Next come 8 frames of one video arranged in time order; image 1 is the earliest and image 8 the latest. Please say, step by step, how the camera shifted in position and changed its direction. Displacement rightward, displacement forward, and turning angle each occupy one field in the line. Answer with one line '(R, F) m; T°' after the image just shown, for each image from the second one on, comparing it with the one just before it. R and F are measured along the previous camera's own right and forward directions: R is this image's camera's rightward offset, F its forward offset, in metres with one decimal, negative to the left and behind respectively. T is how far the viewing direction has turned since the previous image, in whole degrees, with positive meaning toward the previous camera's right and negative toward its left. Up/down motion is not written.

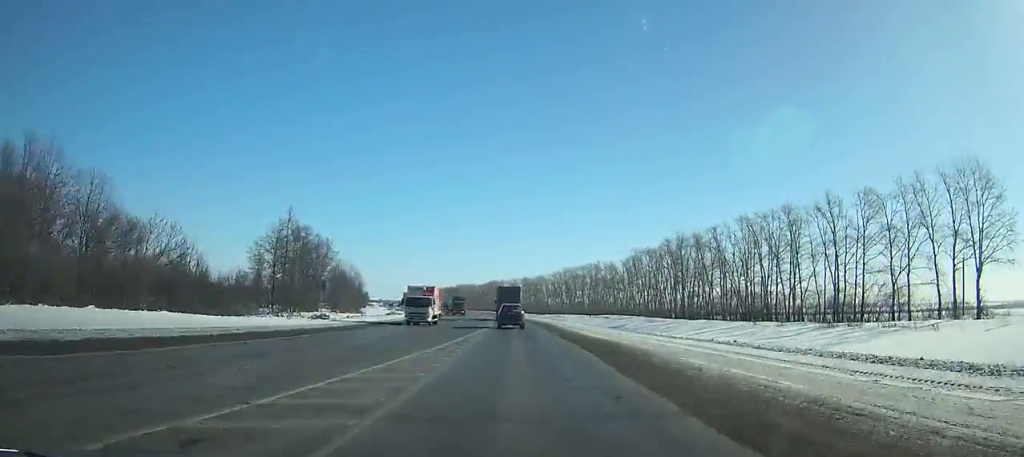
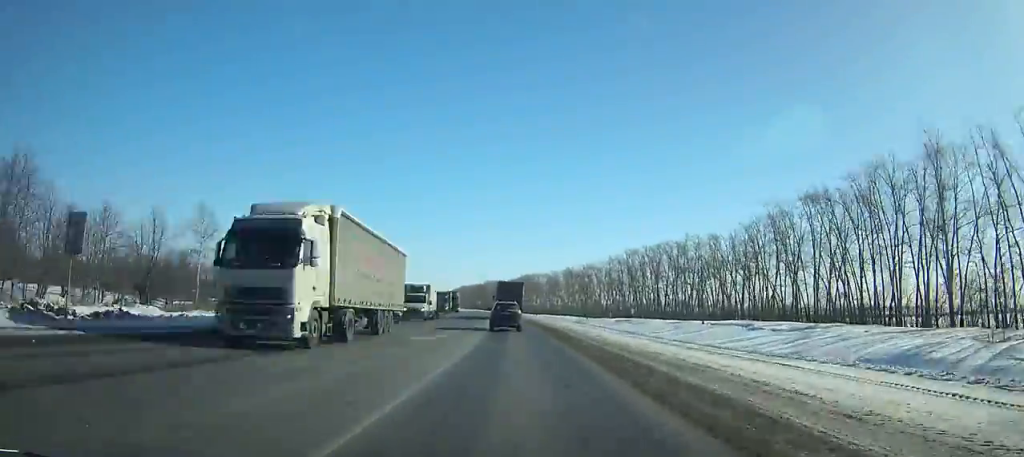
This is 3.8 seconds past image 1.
(-3.5, +78.4) m; -5°
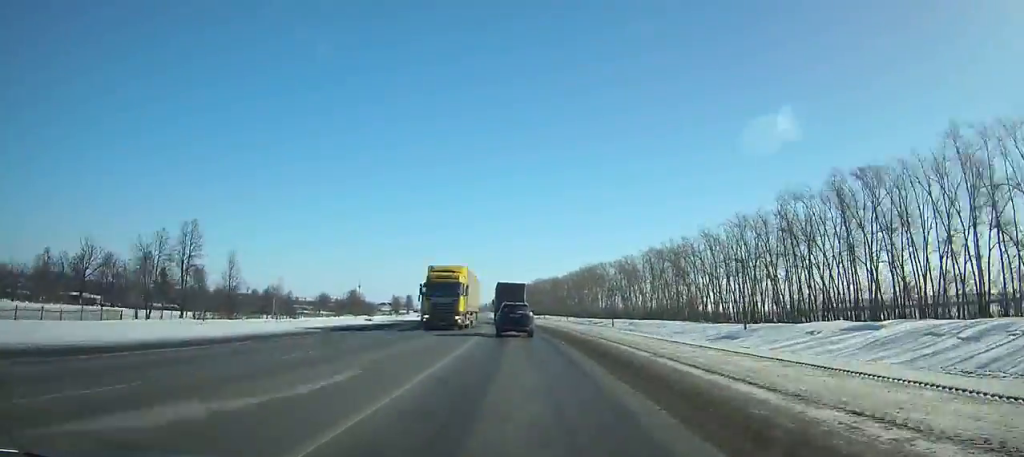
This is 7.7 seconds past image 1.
(-2.8, +79.7) m; -5°
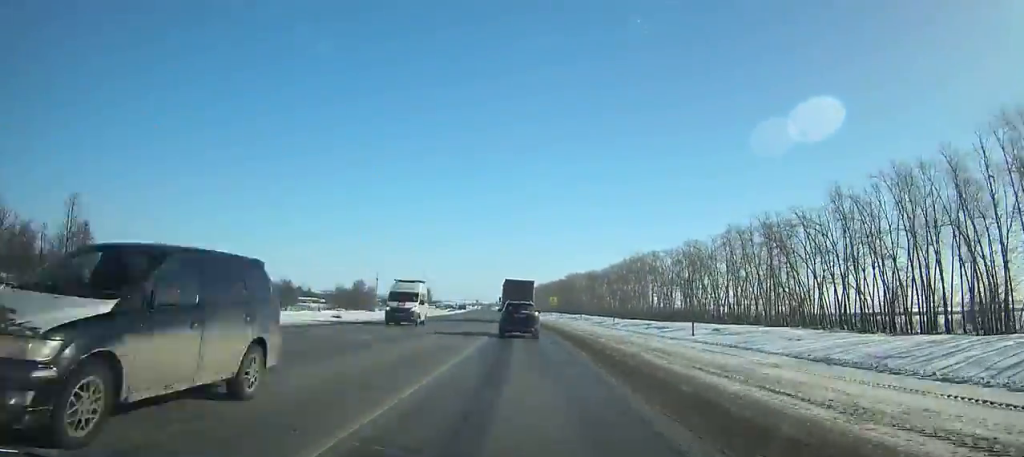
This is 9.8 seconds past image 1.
(-1.5, +42.2) m; -3°
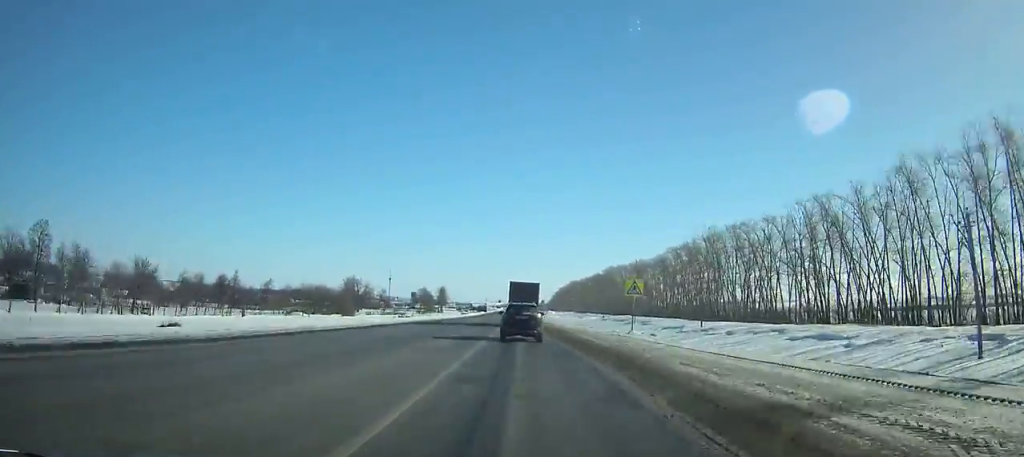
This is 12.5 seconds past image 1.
(-1.4, +53.5) m; -2°
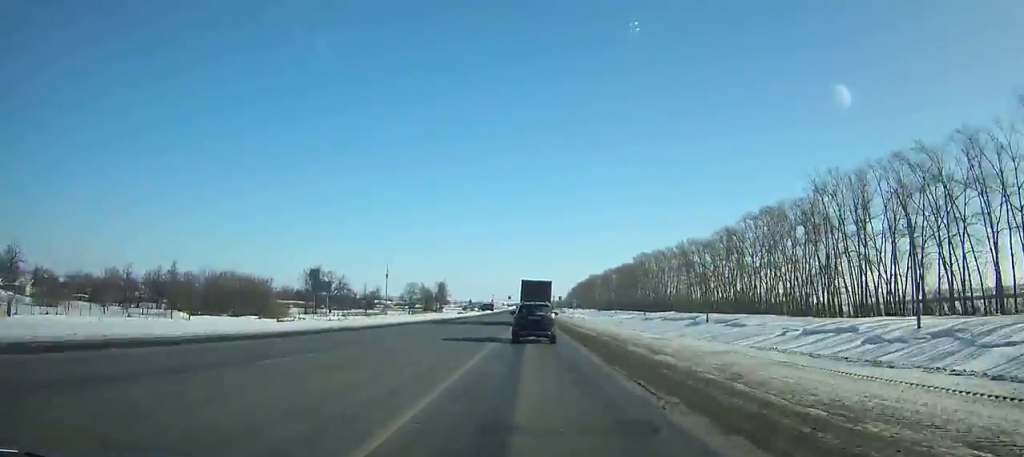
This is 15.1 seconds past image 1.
(-0.8, +50.8) m; -1°
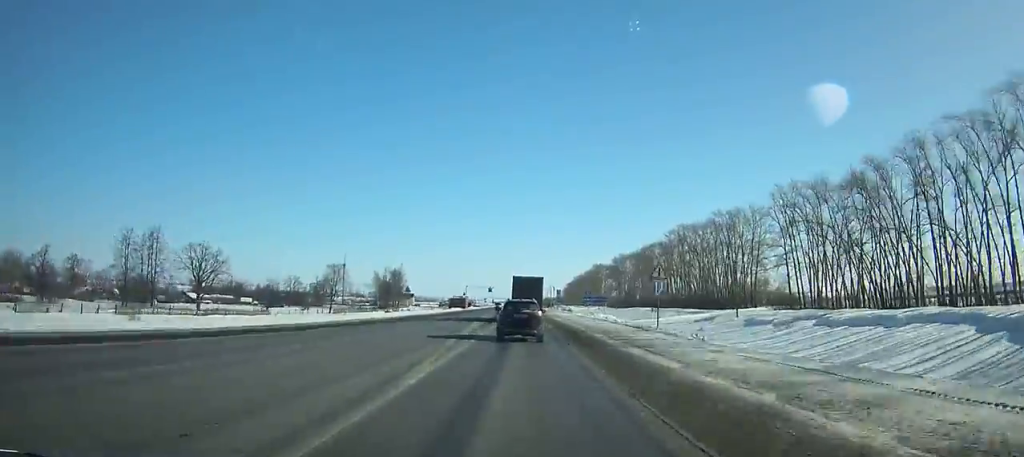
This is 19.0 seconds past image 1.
(-0.3, +75.5) m; -1°
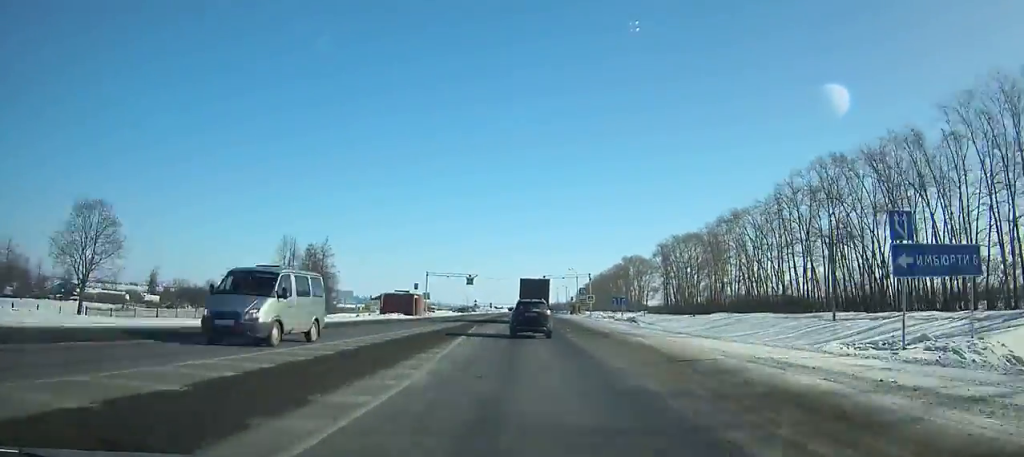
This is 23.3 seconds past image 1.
(-0.8, +82.6) m; -1°
